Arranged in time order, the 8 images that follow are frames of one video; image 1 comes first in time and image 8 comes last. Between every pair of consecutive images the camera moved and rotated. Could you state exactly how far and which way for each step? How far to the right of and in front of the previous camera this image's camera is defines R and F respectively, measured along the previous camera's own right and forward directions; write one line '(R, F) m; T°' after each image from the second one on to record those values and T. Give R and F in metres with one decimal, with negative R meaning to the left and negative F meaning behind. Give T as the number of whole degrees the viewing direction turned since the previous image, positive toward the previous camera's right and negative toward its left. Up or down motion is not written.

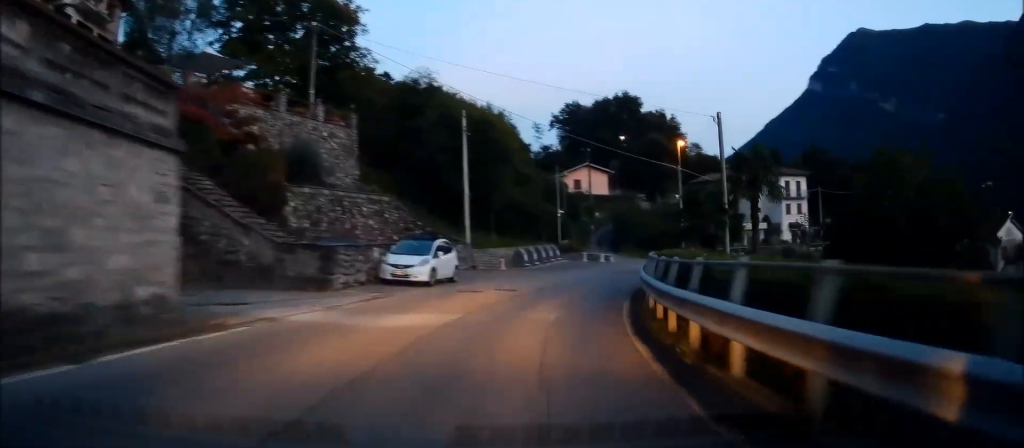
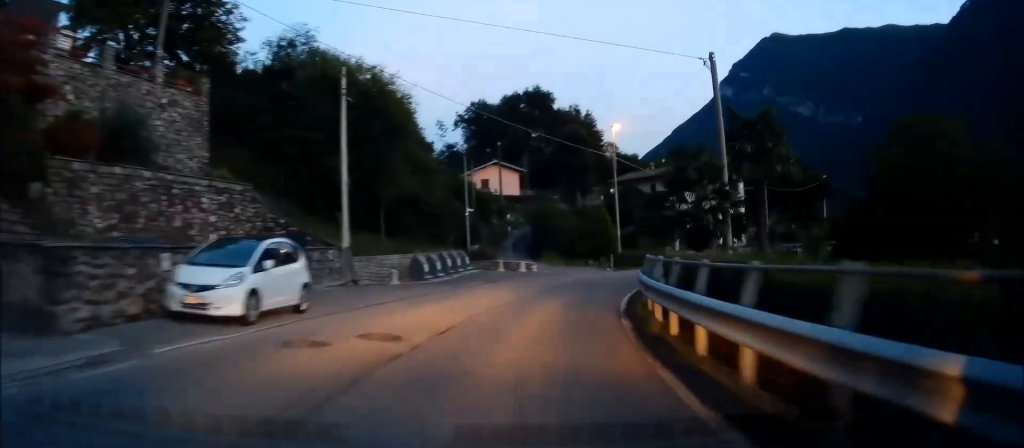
(+0.4, +10.1) m; +8°
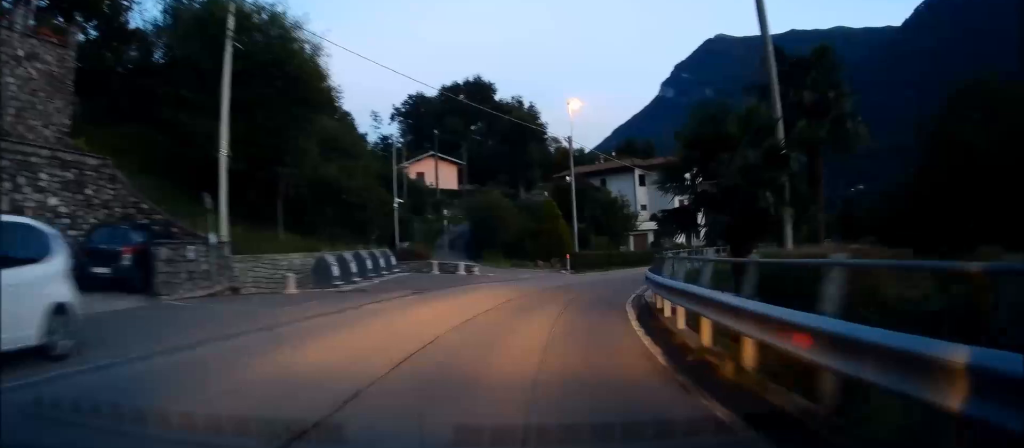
(+0.6, +7.6) m; +6°
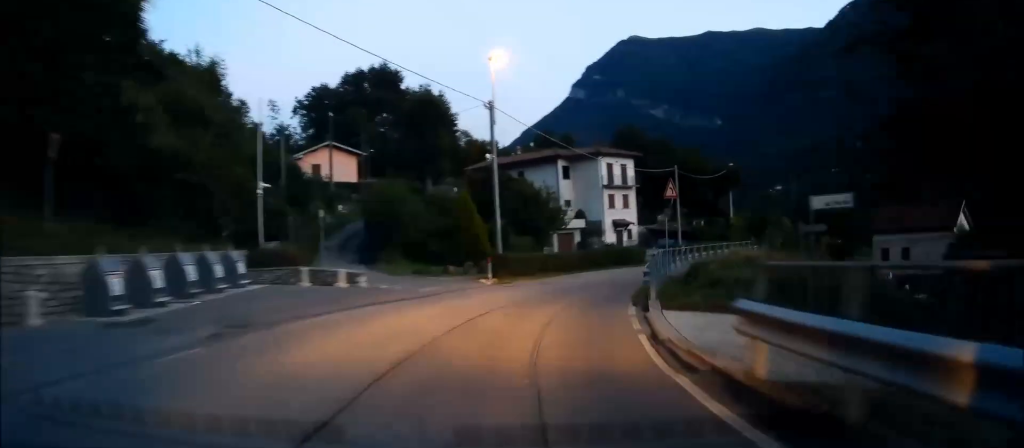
(+0.3, +10.0) m; +7°
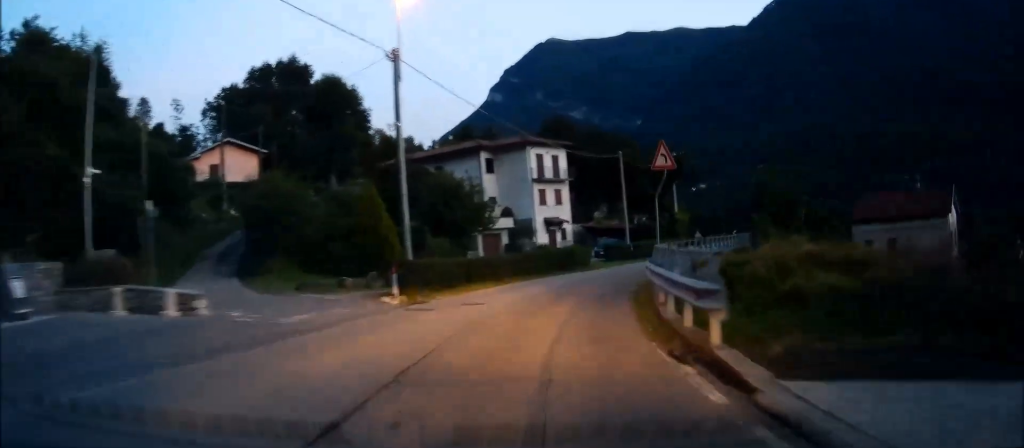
(+0.8, +8.5) m; +7°
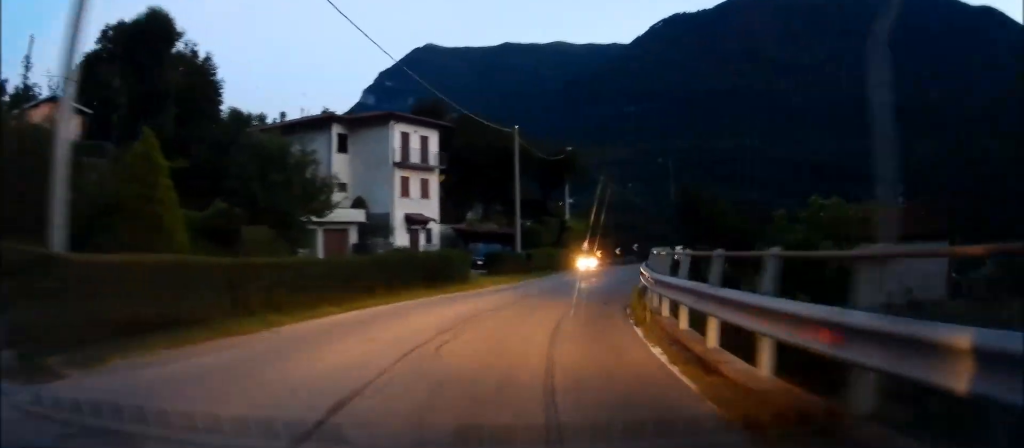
(+0.9, +13.1) m; +10°
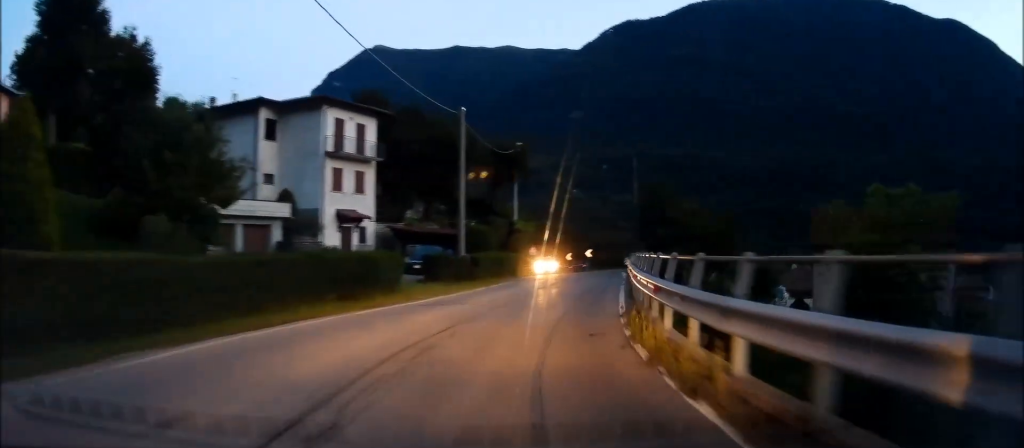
(0.0, +5.1) m; +6°
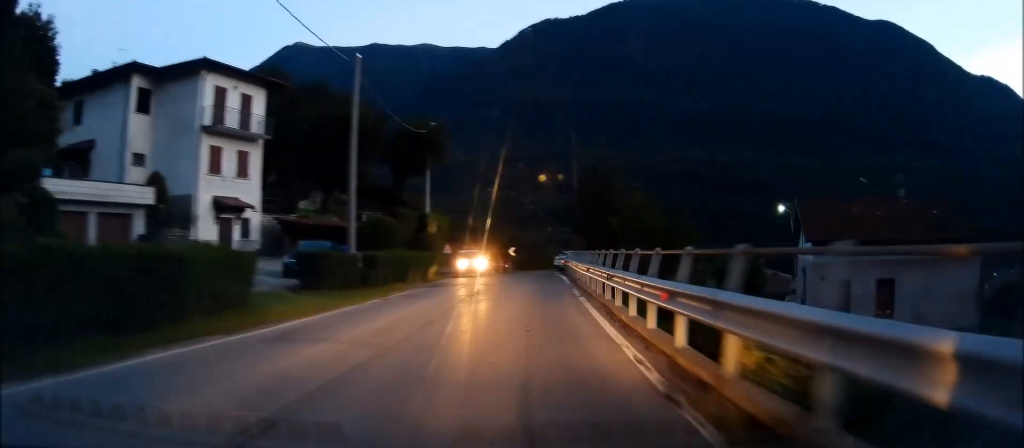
(+0.8, +7.7) m; +5°
